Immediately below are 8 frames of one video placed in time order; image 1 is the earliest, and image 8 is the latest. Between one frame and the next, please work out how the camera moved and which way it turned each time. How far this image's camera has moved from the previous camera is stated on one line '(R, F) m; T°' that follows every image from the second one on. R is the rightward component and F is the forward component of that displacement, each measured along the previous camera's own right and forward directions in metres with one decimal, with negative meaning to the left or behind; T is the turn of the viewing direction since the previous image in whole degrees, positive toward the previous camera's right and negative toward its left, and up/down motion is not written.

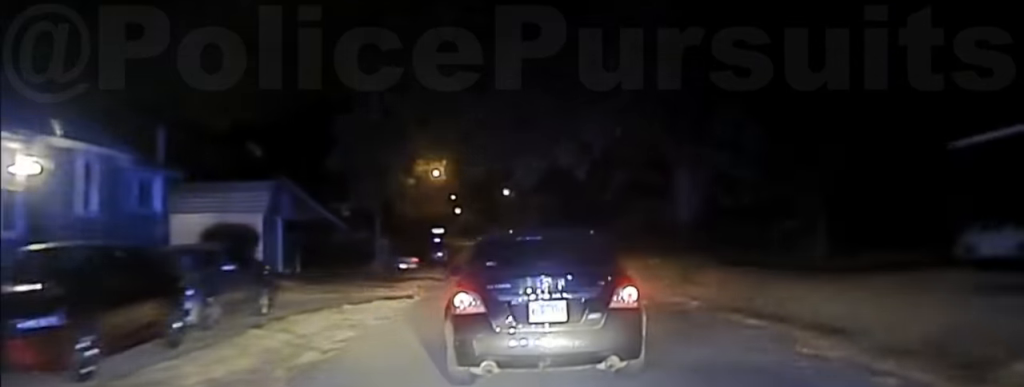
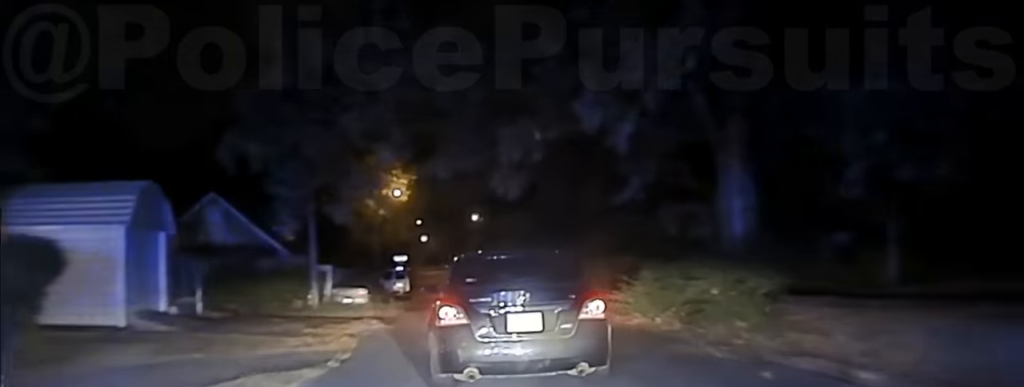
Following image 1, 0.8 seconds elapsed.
(0.0, +10.7) m; 0°
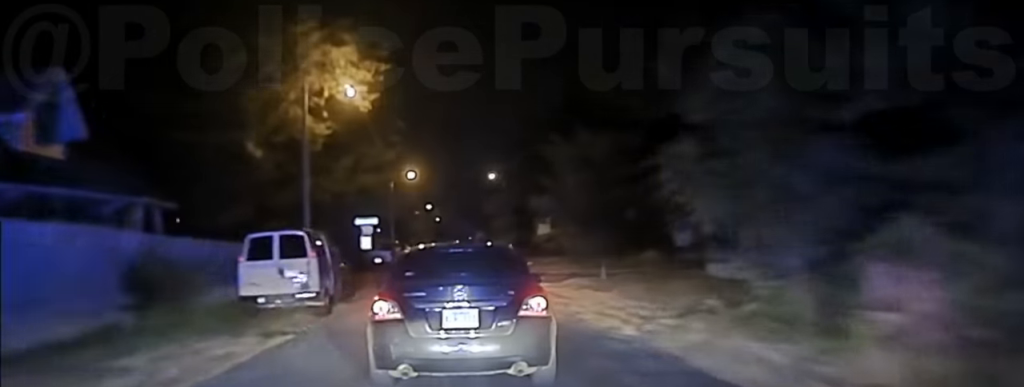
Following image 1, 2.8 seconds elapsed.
(-0.4, +39.0) m; -1°
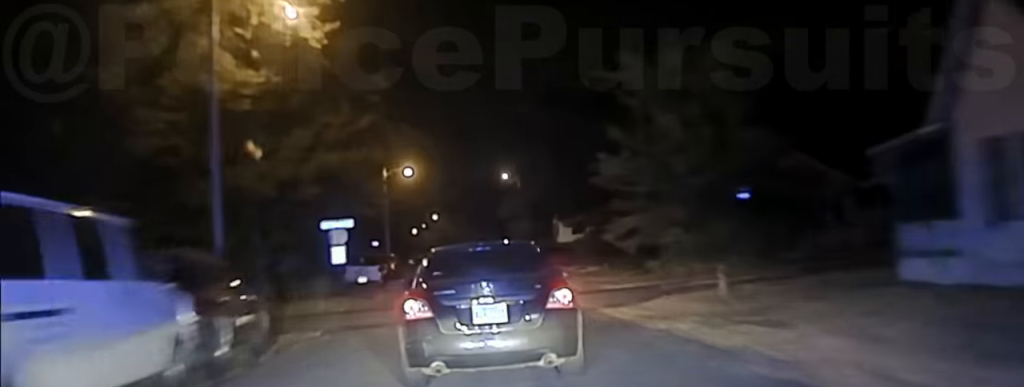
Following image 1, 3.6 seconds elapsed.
(0.0, +15.6) m; 0°
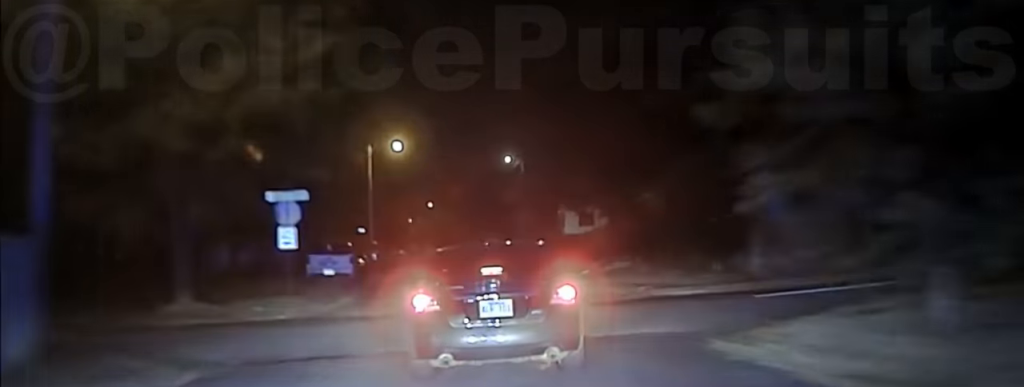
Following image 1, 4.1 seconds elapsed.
(-0.1, +10.8) m; 0°
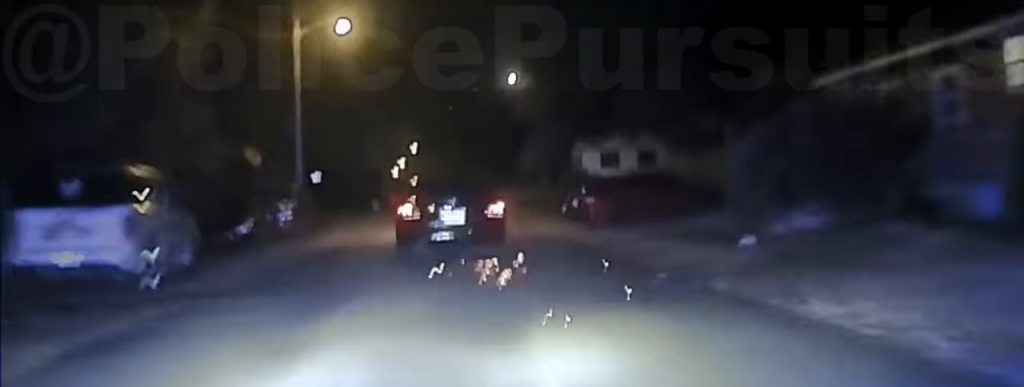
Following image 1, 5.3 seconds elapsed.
(-0.2, +23.7) m; -1°
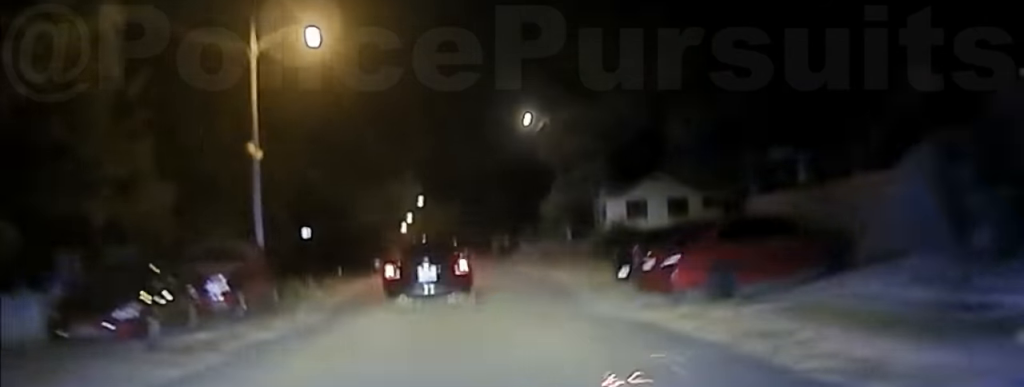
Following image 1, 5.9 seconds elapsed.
(-0.1, +9.1) m; 0°
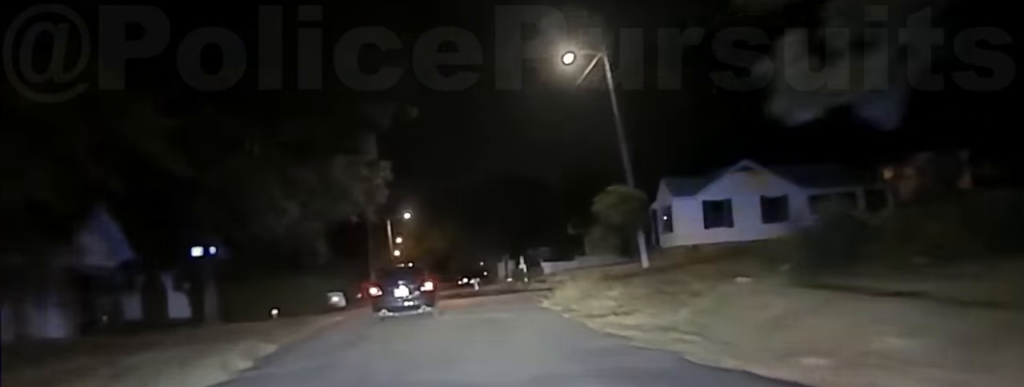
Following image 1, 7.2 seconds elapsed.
(+0.1, +23.9) m; +1°
